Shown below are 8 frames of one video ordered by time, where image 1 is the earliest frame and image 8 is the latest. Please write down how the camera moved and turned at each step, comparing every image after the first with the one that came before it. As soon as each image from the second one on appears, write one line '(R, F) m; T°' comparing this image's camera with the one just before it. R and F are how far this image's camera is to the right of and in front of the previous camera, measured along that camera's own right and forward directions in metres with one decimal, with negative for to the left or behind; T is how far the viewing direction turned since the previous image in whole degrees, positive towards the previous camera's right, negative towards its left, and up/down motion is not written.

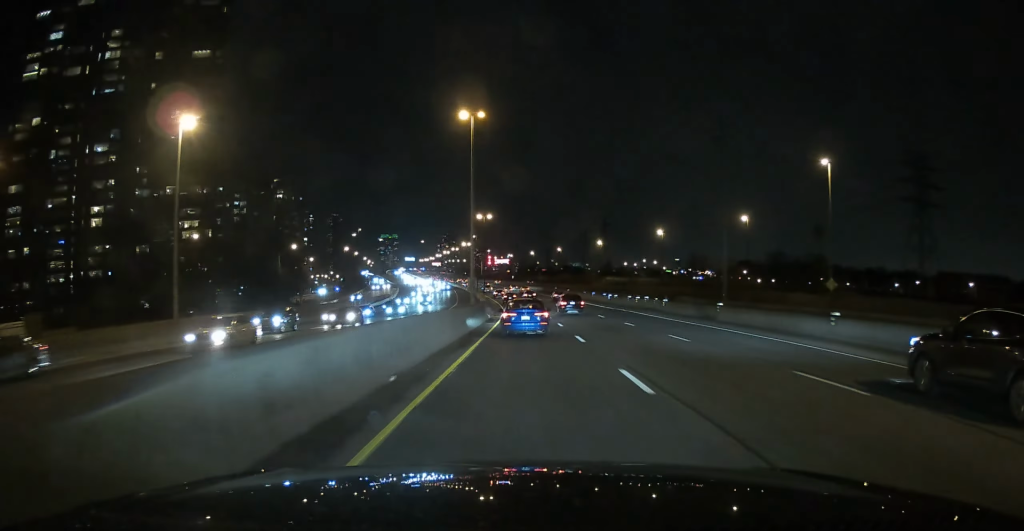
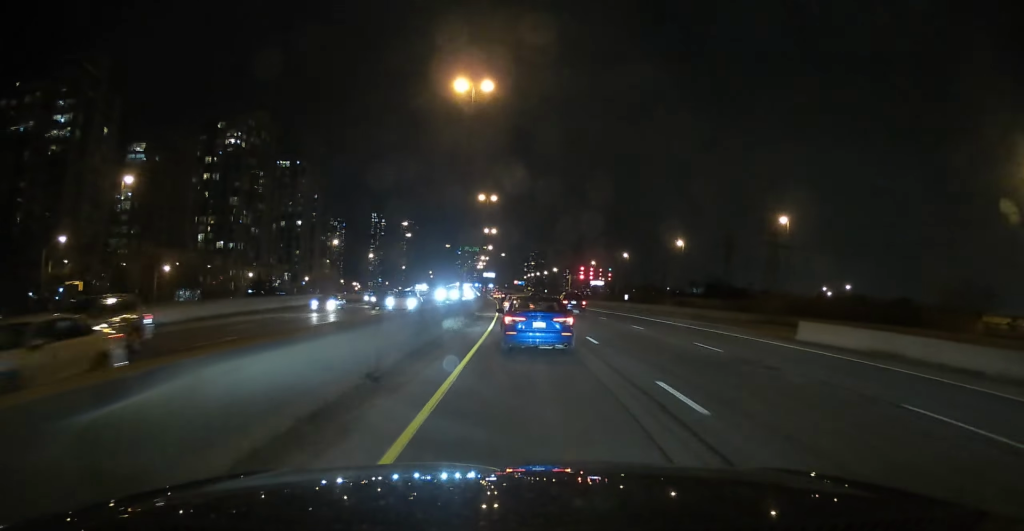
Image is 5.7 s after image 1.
(-6.6, +144.4) m; -7°
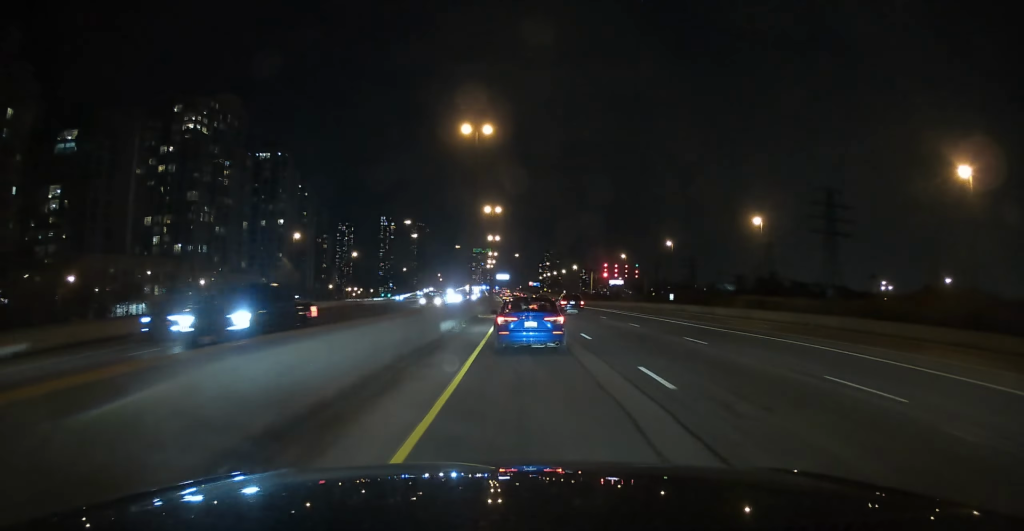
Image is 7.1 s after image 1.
(-1.1, +34.9) m; -1°
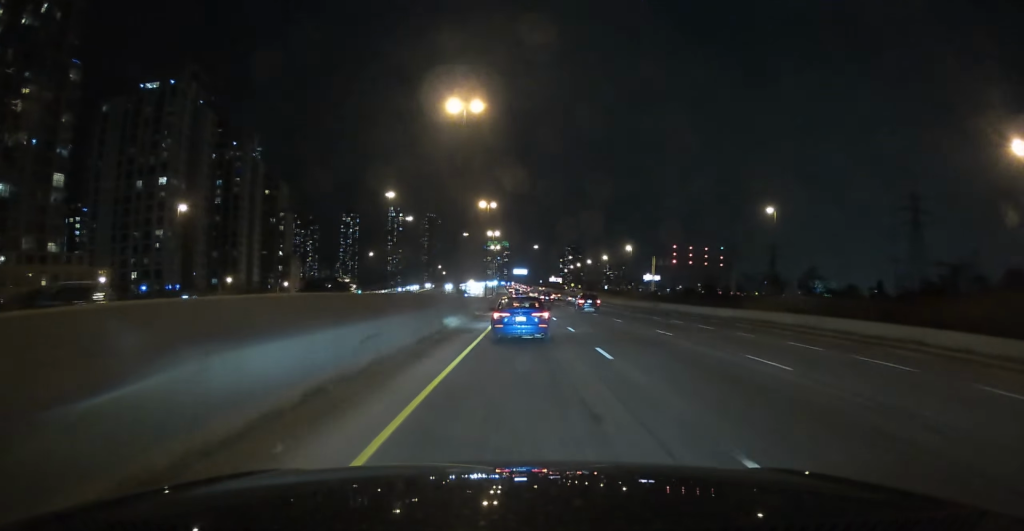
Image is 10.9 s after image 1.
(-1.8, +93.6) m; -2°
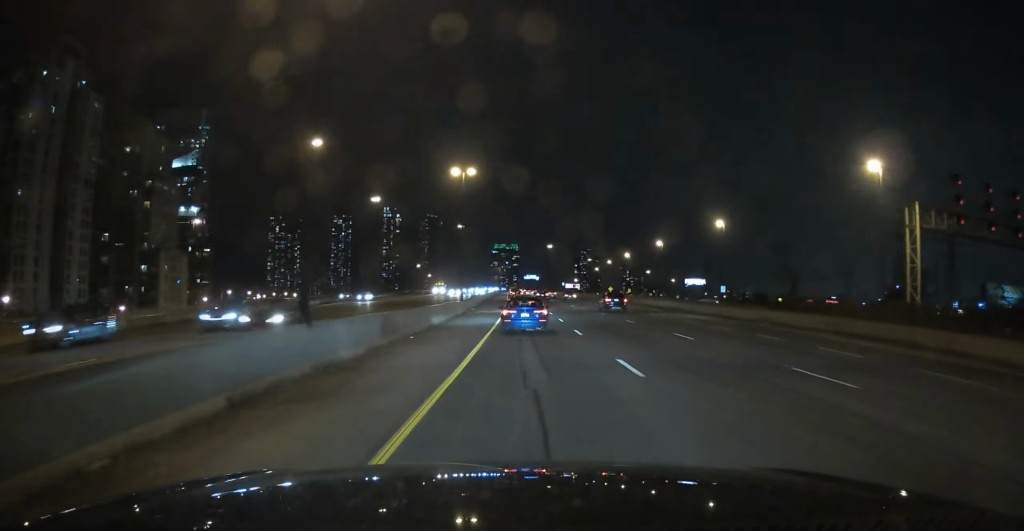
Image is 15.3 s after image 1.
(-1.3, +112.2) m; -1°
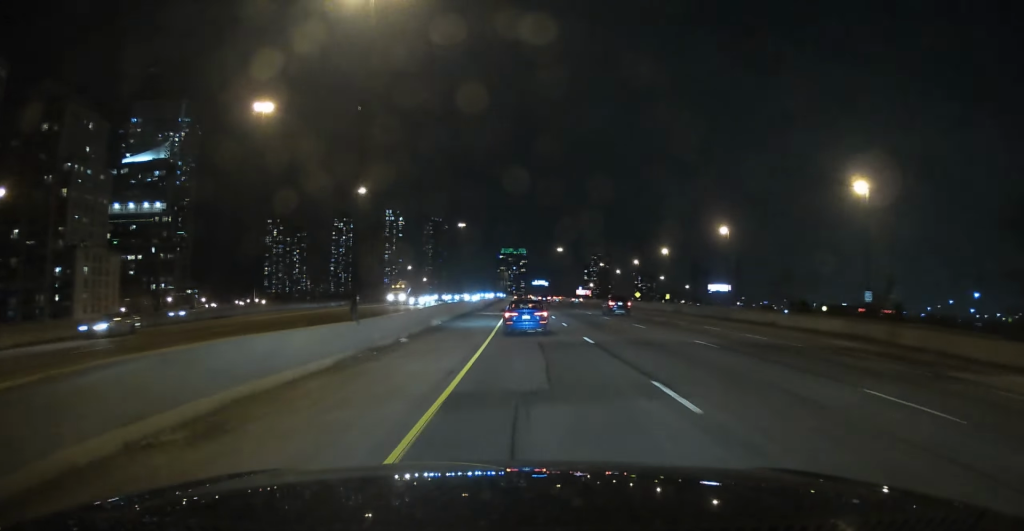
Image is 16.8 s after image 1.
(+0.1, +38.9) m; 0°
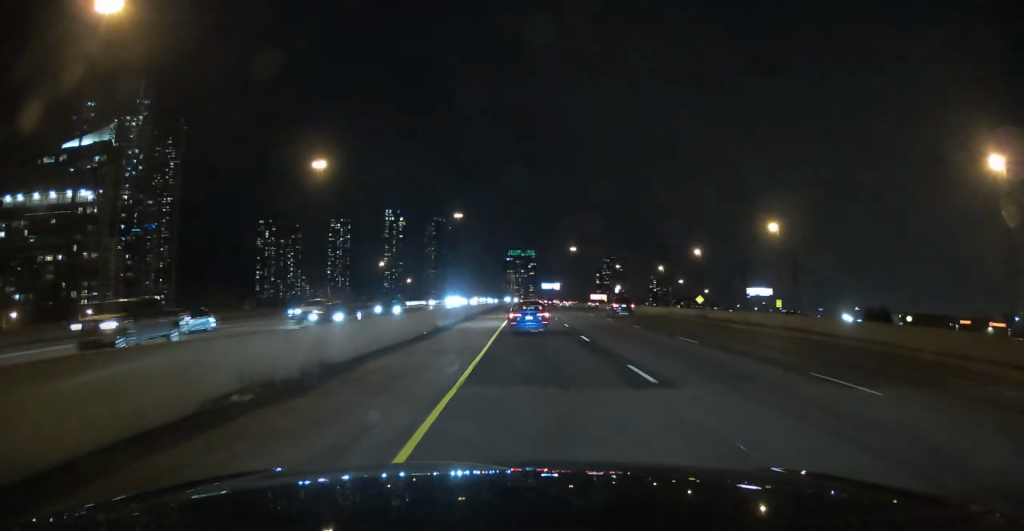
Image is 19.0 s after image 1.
(-0.5, +58.0) m; 0°
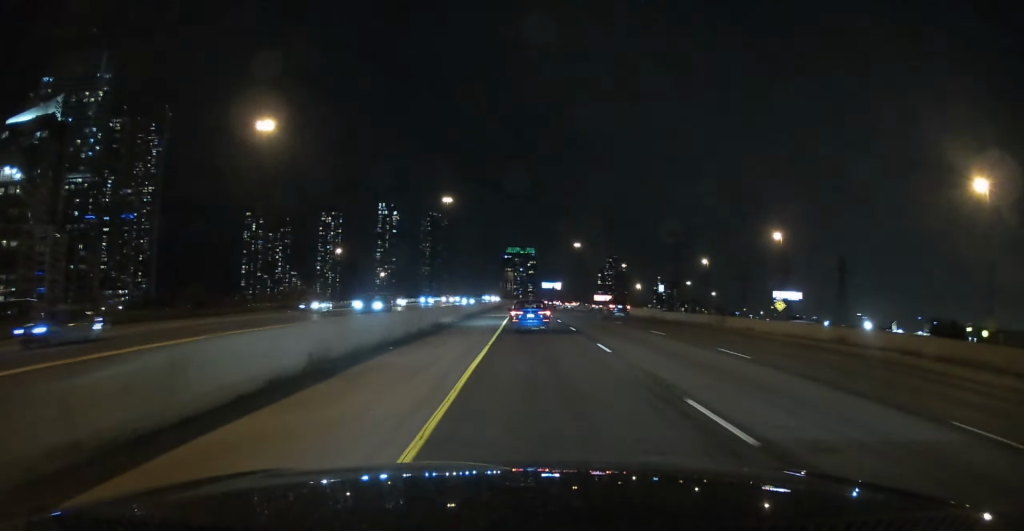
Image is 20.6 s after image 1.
(-0.2, +41.1) m; 0°
